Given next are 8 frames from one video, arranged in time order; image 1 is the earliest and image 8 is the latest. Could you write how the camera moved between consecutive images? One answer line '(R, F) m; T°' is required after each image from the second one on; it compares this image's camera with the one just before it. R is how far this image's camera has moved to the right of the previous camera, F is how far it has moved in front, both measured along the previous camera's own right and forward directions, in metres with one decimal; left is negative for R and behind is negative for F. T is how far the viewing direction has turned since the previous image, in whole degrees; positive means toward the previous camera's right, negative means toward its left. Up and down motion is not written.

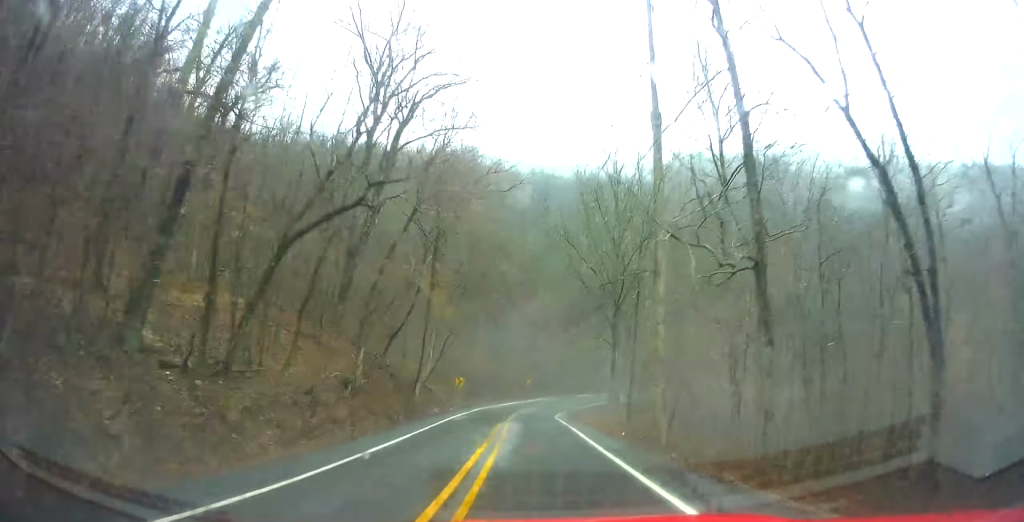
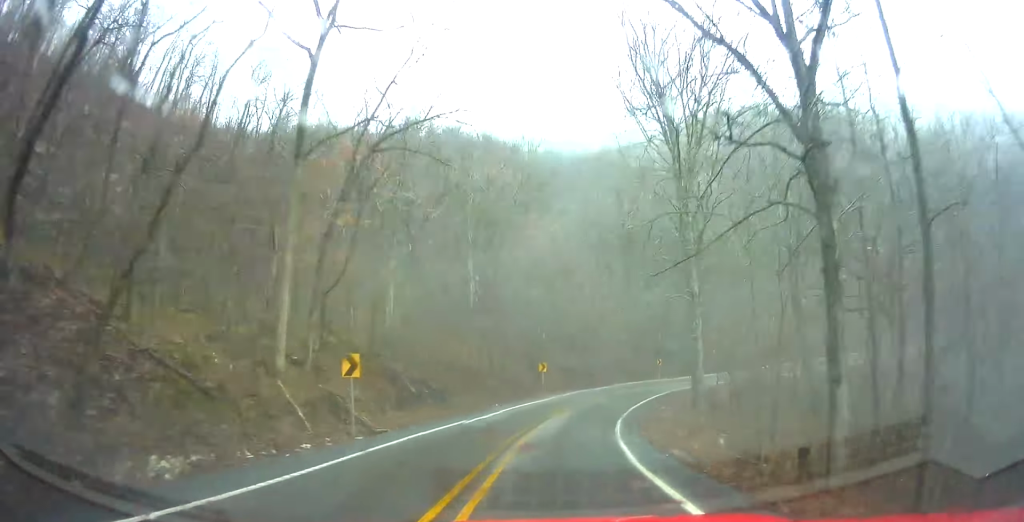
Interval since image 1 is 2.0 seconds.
(-3.1, +33.6) m; -3°
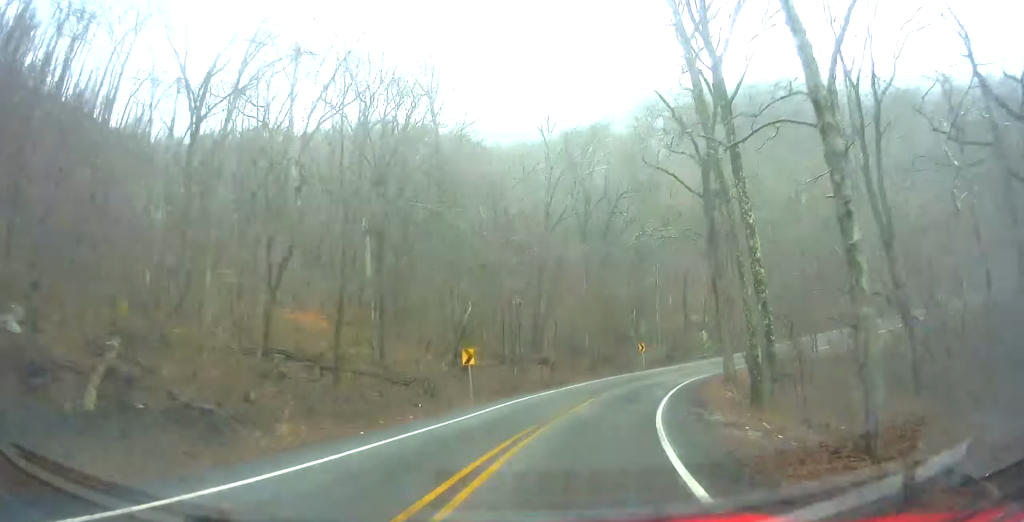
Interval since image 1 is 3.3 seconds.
(-0.1, +20.9) m; +3°
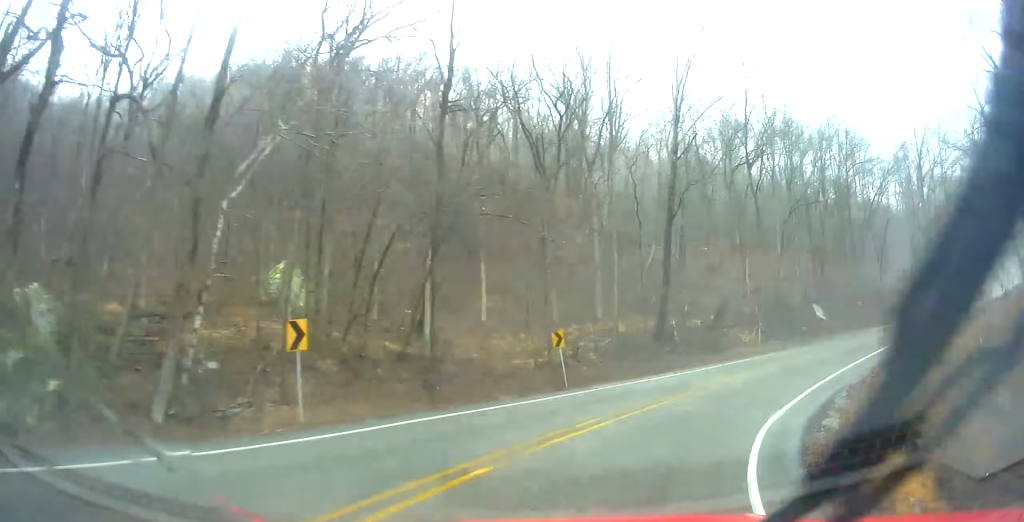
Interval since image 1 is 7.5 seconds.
(+8.4, +61.6) m; +30°
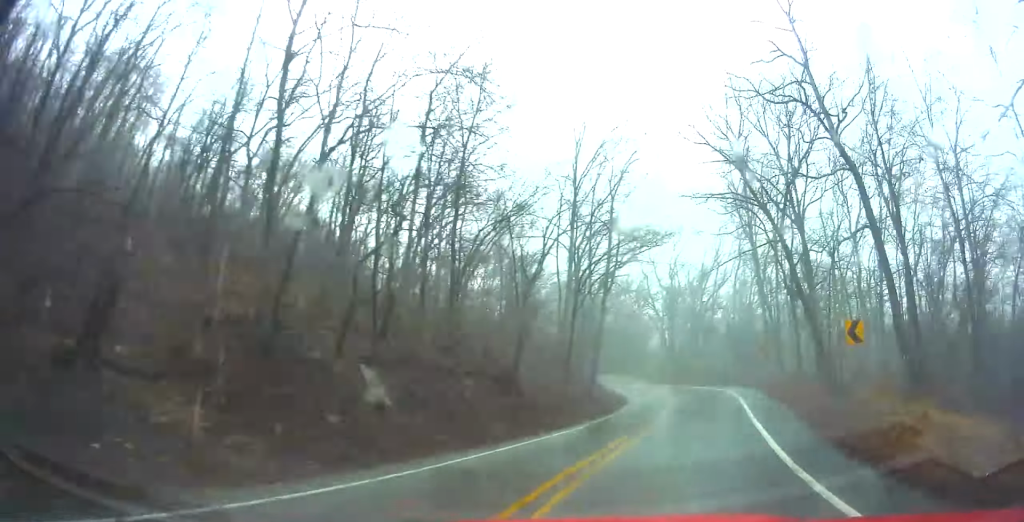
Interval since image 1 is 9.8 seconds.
(+7.4, +28.4) m; +31°
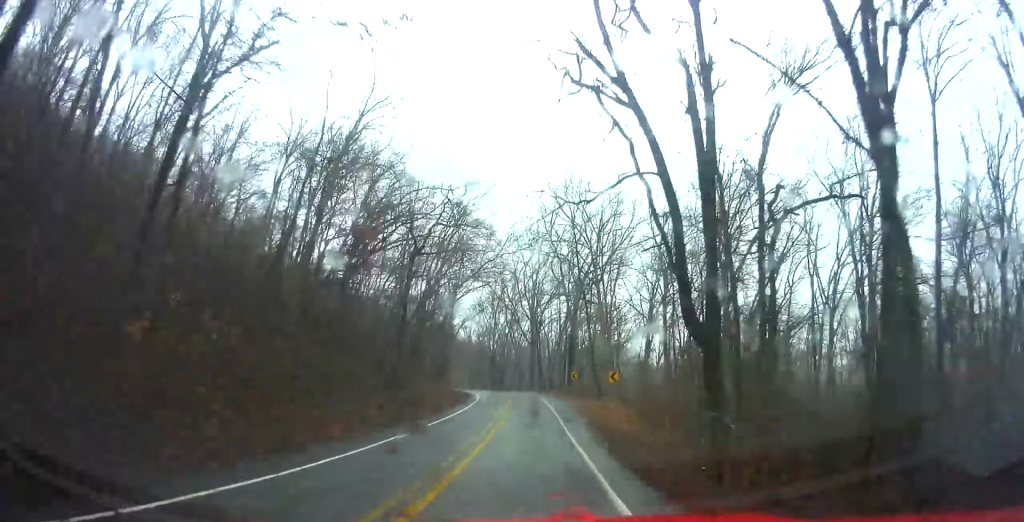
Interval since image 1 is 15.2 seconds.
(+38.5, +60.7) m; +41°
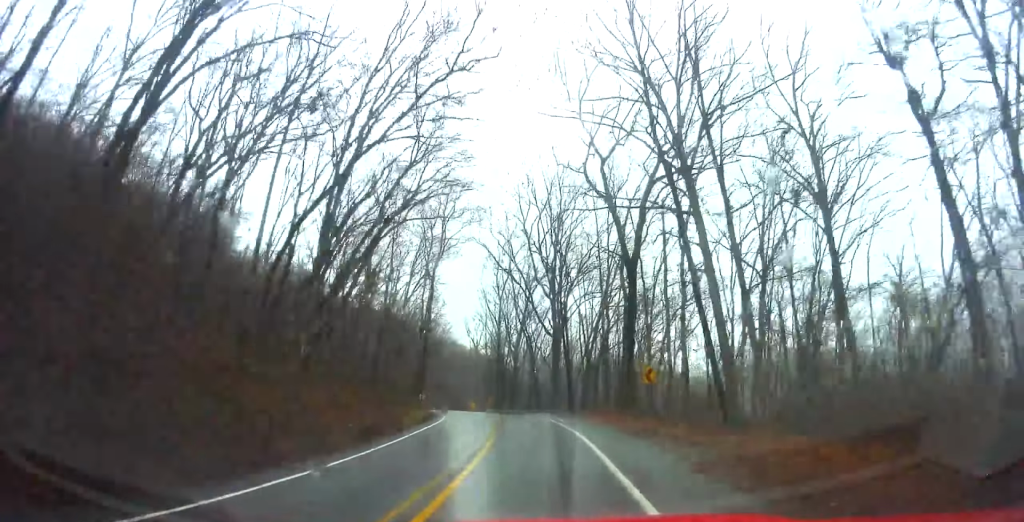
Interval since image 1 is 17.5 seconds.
(-0.2, +34.8) m; -5°
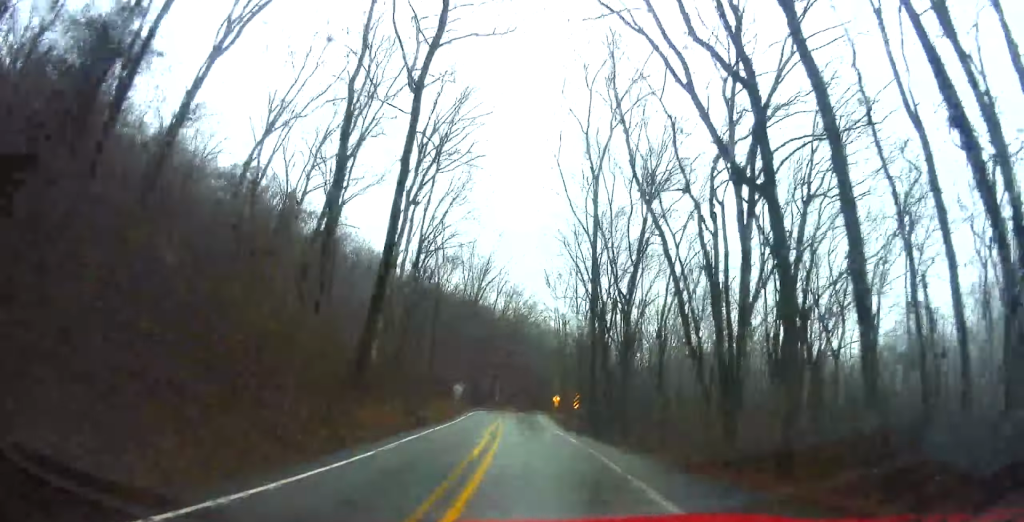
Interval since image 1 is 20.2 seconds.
(-3.1, +43.7) m; -6°
